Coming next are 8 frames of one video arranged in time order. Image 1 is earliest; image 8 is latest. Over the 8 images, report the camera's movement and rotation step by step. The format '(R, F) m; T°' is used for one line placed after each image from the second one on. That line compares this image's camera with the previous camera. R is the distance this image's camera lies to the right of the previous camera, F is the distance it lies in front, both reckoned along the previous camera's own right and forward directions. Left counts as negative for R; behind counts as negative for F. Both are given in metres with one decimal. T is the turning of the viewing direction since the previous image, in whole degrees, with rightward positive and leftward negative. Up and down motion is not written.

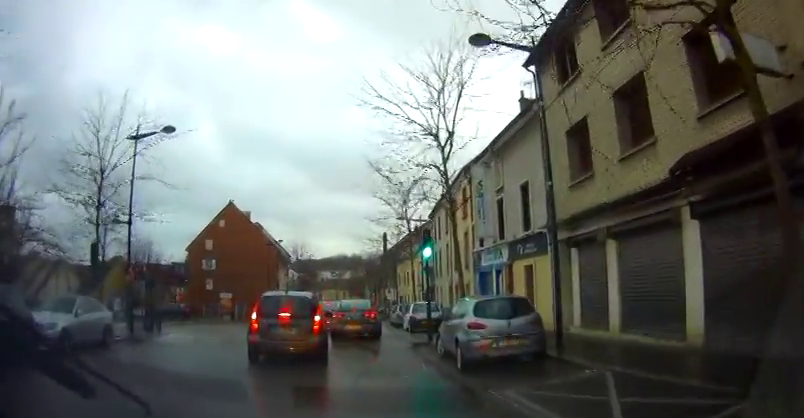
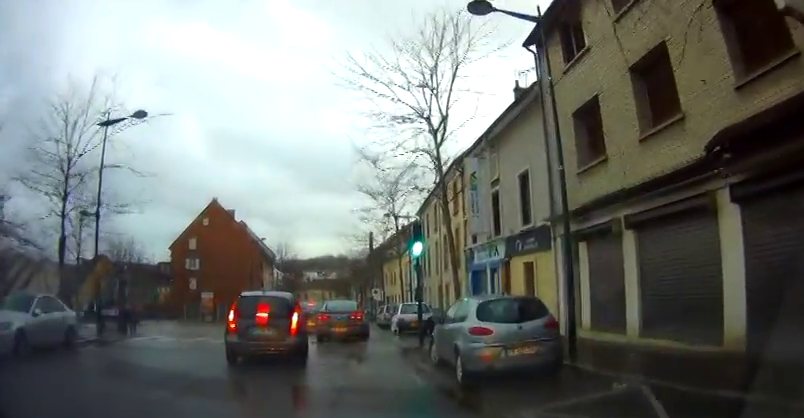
(0.0, +1.5) m; 0°
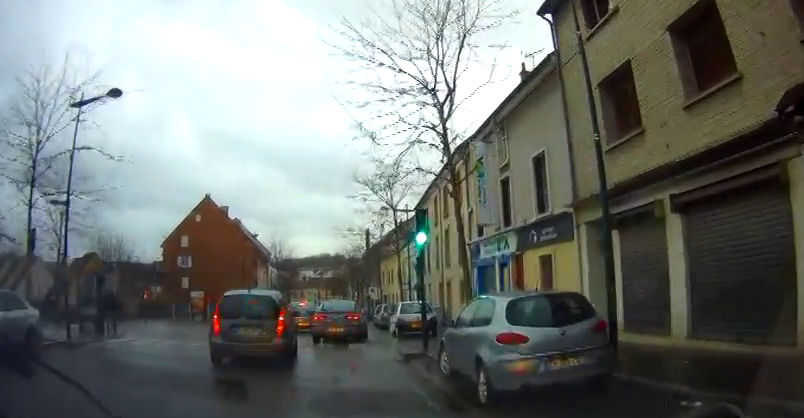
(+0.1, +1.8) m; 0°
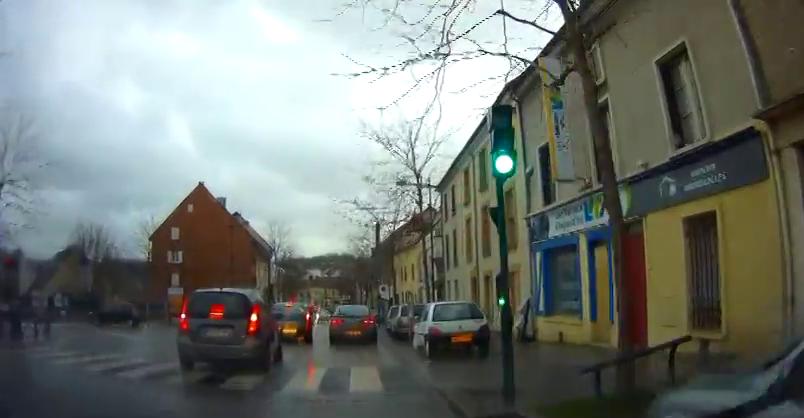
(0.0, +6.5) m; +4°
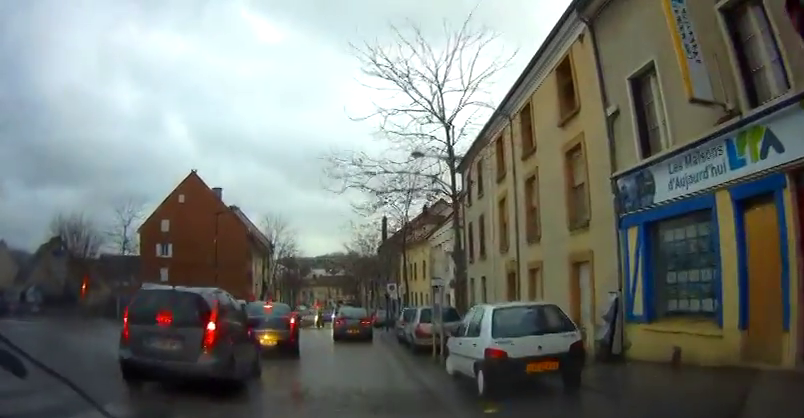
(+0.1, +4.9) m; -3°
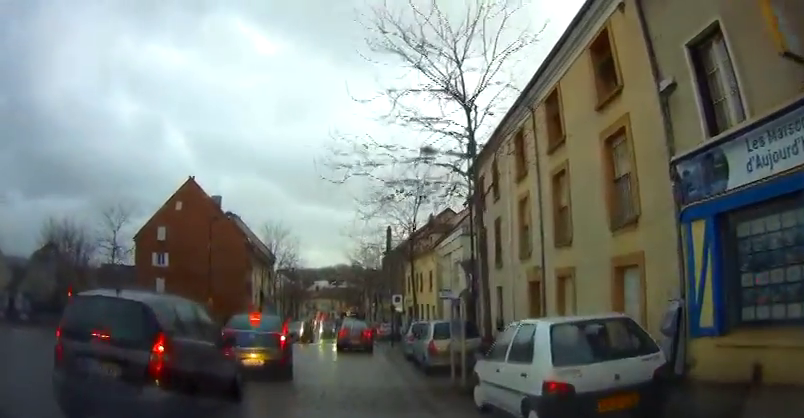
(-0.1, +2.0) m; -3°
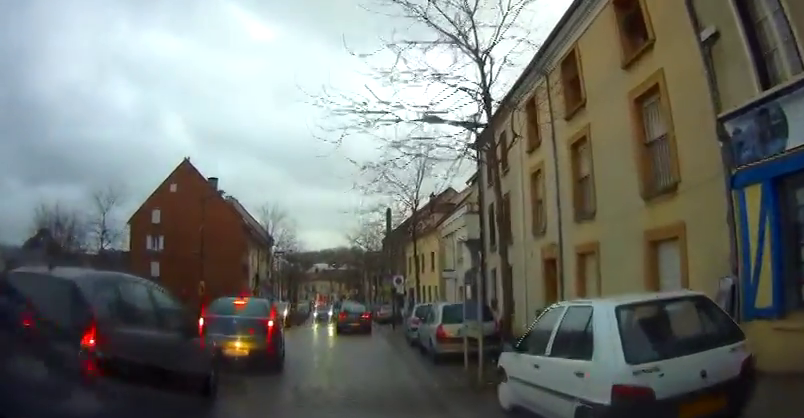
(0.0, +1.2) m; -2°
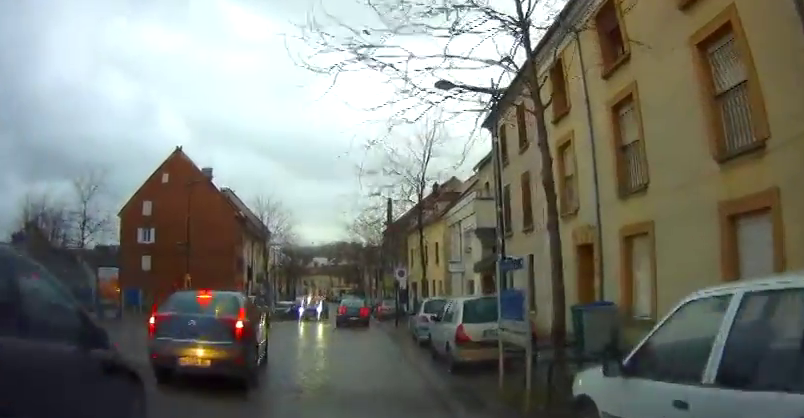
(-0.1, +2.1) m; 0°
